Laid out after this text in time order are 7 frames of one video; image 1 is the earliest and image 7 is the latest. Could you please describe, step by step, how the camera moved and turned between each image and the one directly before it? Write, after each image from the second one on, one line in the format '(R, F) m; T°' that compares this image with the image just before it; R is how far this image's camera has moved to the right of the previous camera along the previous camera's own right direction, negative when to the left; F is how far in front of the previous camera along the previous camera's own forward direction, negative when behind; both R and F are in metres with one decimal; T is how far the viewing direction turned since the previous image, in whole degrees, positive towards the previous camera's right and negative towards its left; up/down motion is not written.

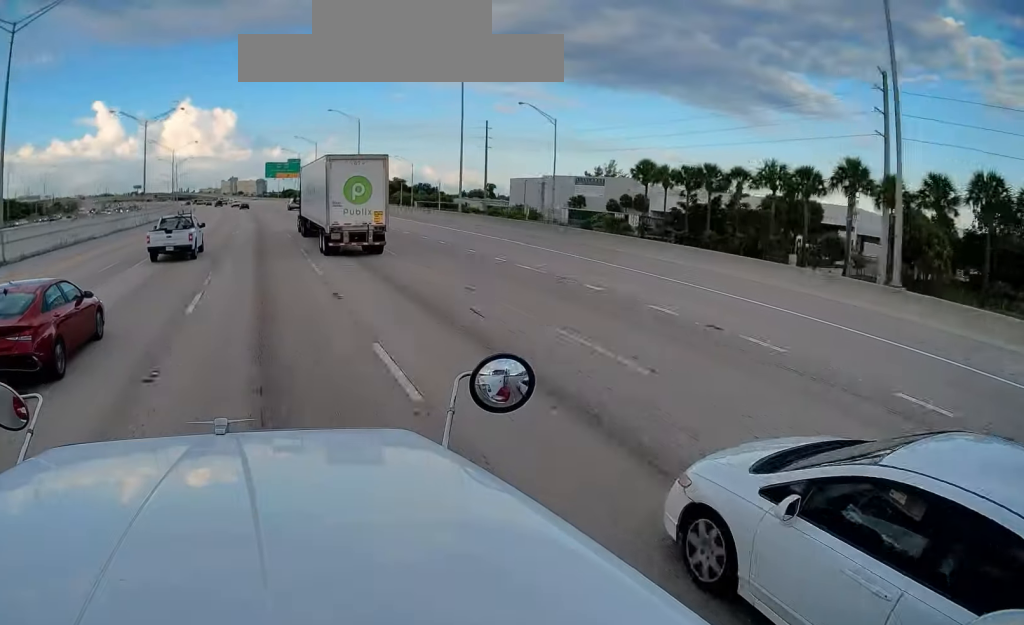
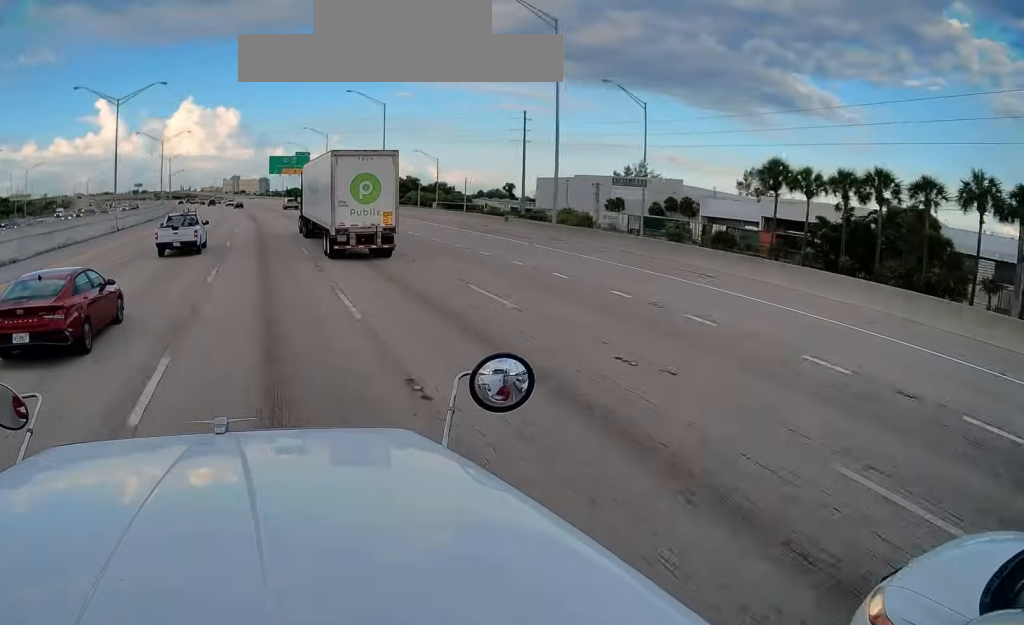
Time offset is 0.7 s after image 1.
(-0.2, +20.5) m; 0°
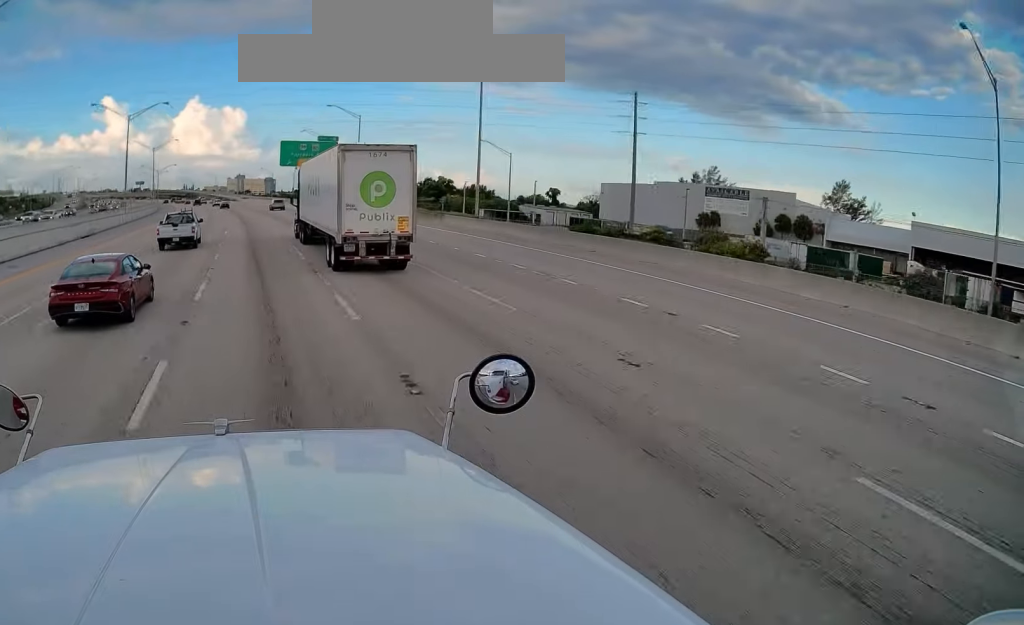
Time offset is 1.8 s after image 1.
(+0.2, +36.0) m; 0°
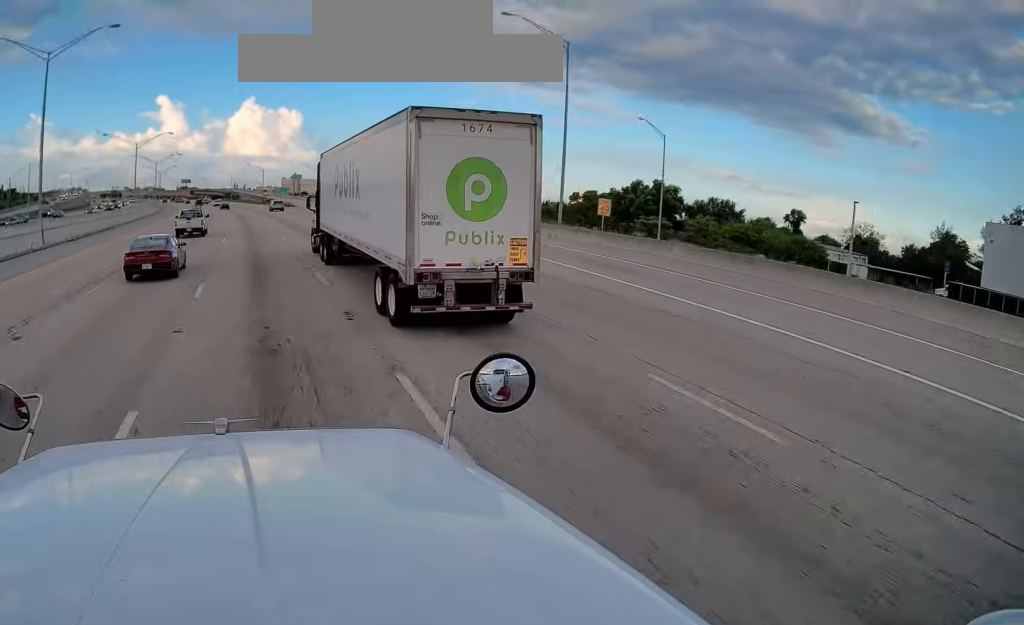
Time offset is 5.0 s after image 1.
(-3.6, +96.3) m; -4°
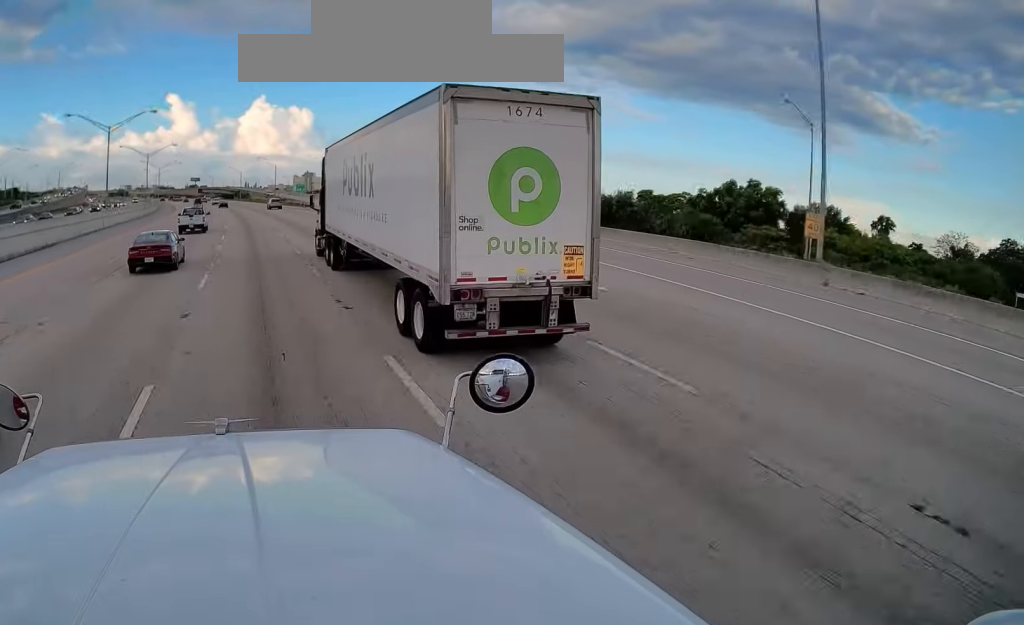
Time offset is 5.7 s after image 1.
(-0.2, +22.5) m; -2°
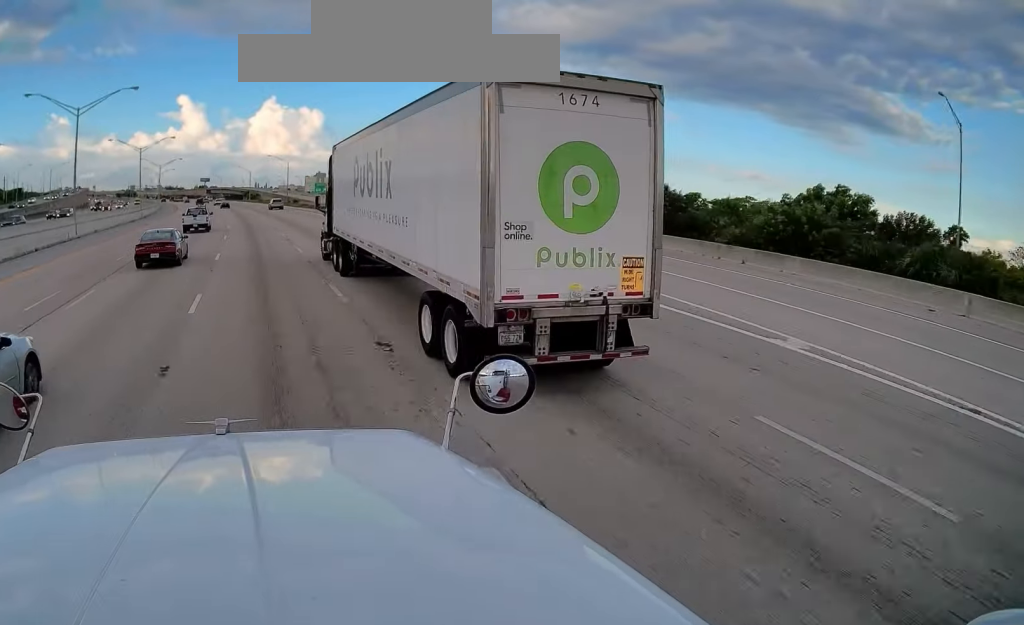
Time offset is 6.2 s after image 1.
(-0.3, +16.3) m; -1°
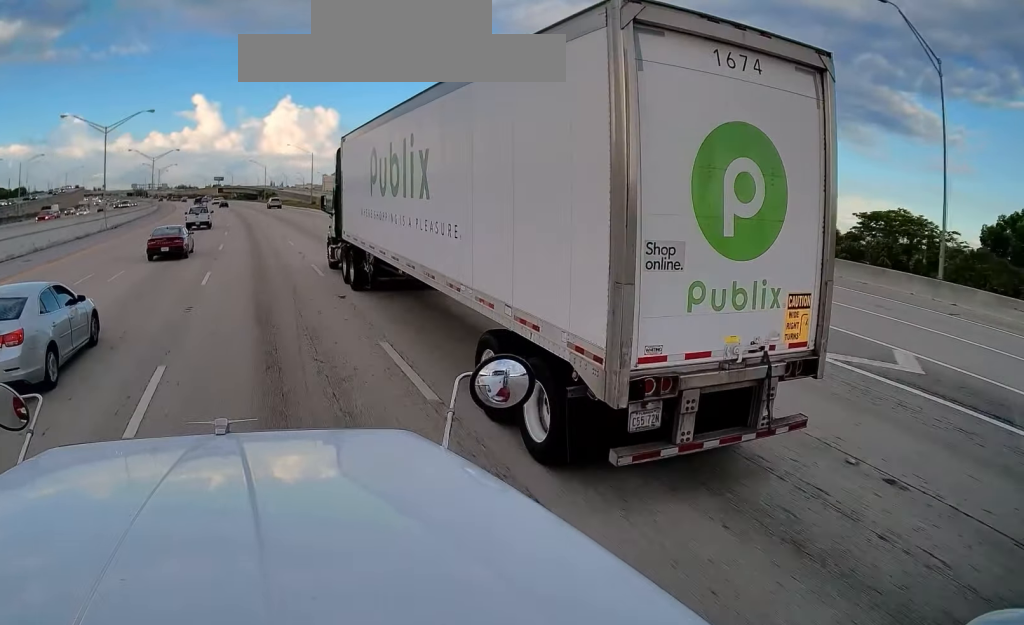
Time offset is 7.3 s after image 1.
(-0.5, +32.4) m; -1°
